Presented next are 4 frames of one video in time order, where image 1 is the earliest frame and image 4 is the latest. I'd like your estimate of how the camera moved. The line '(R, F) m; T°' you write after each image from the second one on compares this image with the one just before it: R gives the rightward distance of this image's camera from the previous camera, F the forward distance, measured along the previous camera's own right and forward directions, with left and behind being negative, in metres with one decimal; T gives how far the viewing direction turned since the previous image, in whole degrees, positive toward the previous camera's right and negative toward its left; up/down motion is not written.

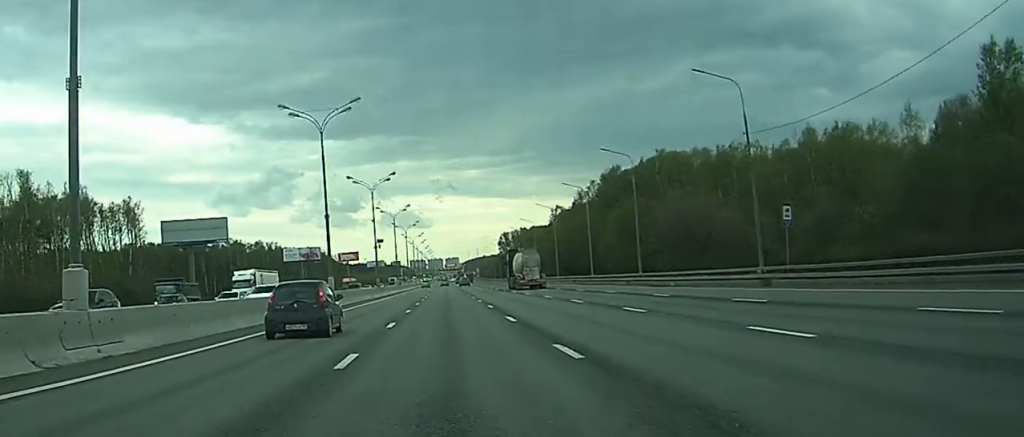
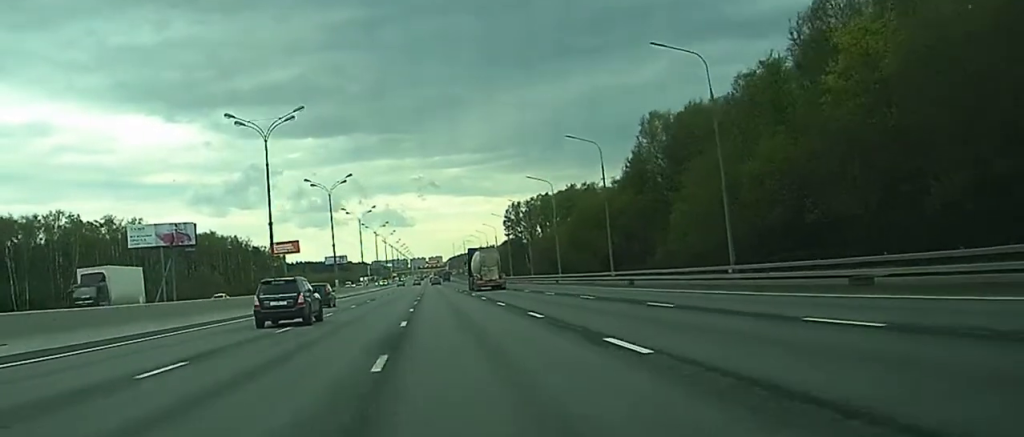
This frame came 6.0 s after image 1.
(+6.7, +153.8) m; +4°
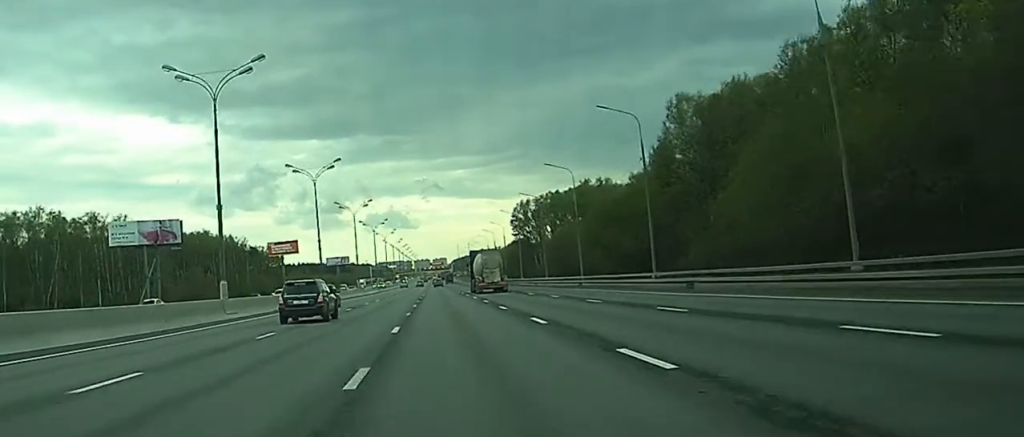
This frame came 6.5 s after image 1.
(0.0, +13.6) m; 0°
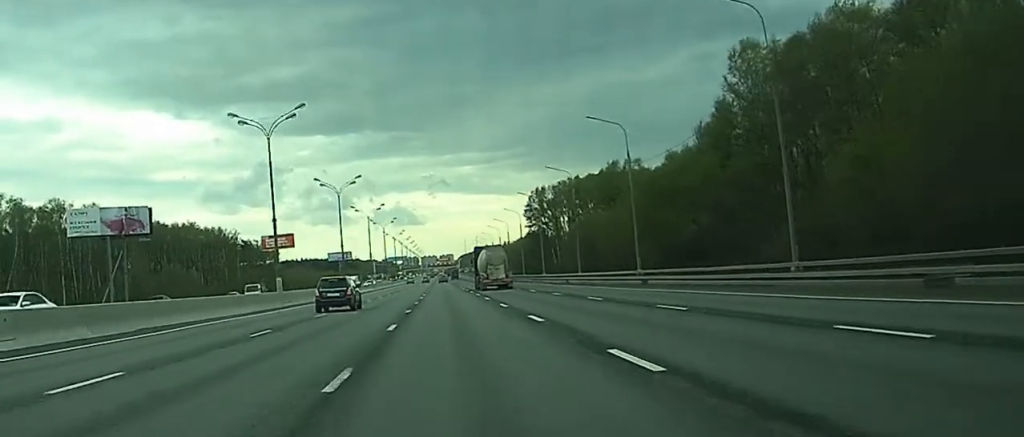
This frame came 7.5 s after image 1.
(-0.1, +23.8) m; -1°
